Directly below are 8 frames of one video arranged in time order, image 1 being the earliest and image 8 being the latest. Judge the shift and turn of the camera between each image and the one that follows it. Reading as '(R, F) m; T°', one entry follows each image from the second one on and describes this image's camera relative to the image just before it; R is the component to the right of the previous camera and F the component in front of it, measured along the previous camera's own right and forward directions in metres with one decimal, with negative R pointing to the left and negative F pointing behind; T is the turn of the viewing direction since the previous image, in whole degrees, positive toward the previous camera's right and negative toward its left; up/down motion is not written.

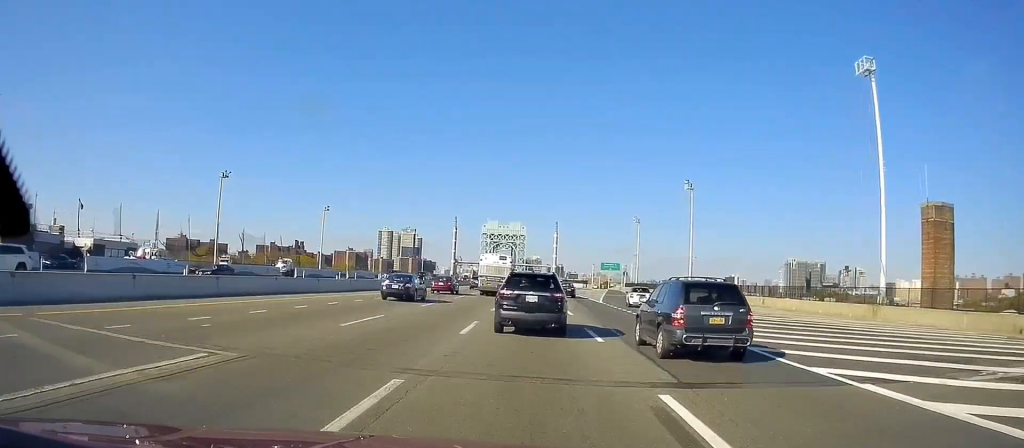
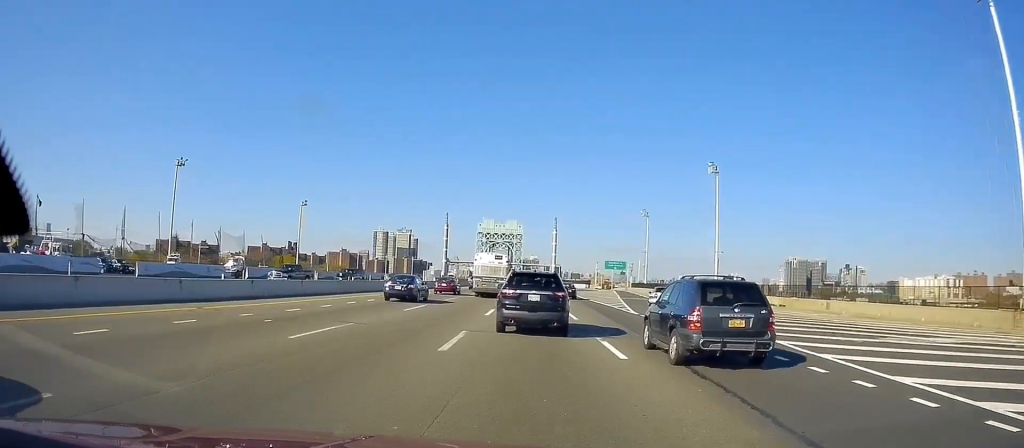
(-0.3, +16.5) m; -2°
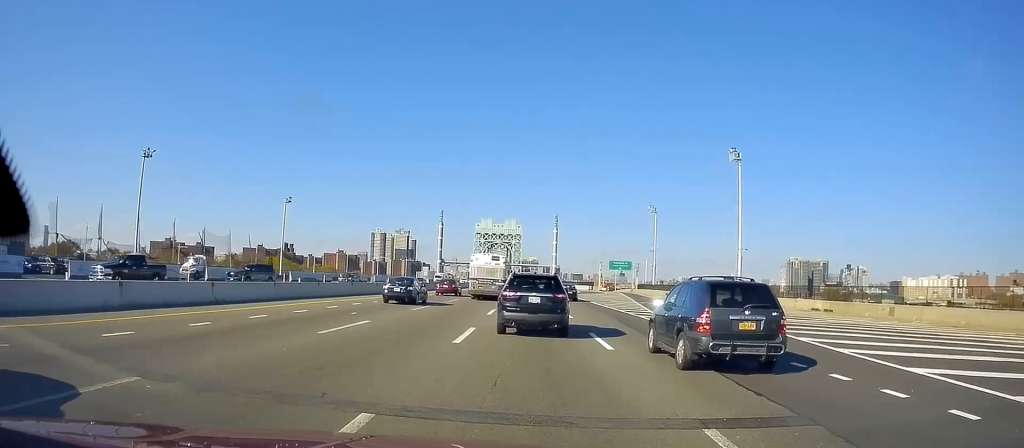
(-0.1, +10.8) m; -1°
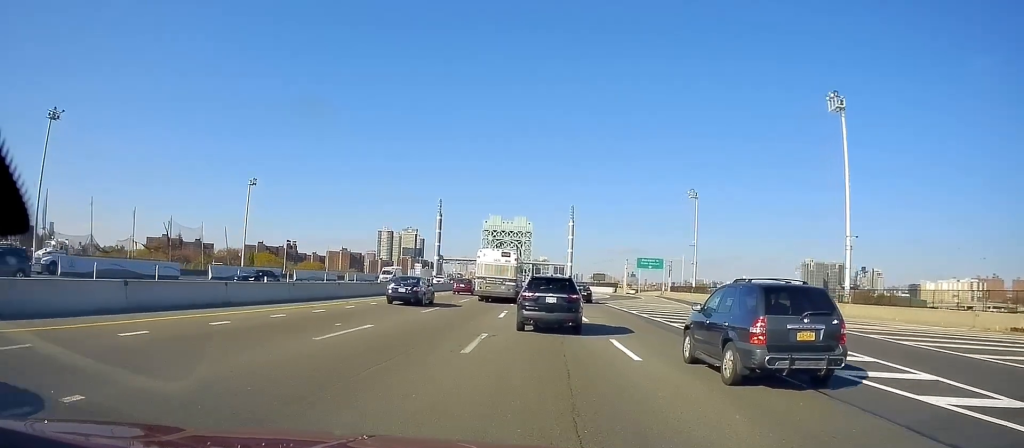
(+0.7, +26.5) m; +3°
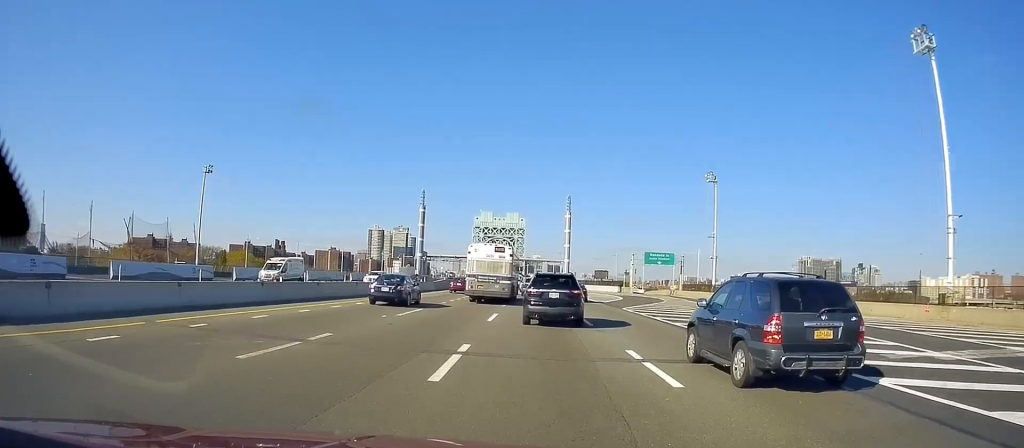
(+0.1, +16.2) m; -1°
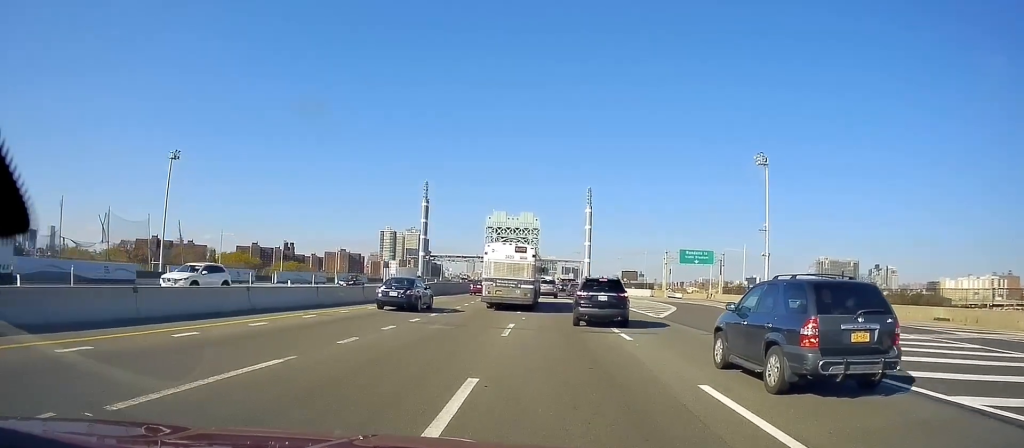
(-0.4, +16.6) m; 0°
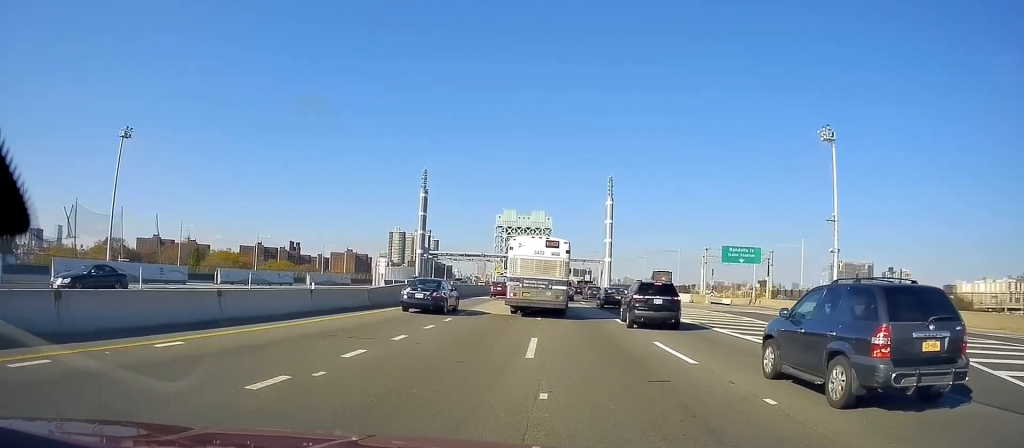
(+0.5, +16.5) m; 0°
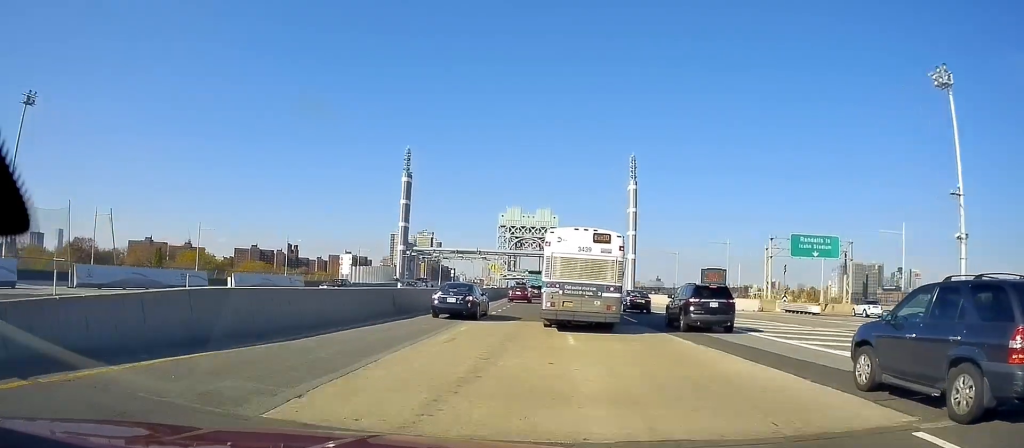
(-0.6, +21.3) m; -1°
